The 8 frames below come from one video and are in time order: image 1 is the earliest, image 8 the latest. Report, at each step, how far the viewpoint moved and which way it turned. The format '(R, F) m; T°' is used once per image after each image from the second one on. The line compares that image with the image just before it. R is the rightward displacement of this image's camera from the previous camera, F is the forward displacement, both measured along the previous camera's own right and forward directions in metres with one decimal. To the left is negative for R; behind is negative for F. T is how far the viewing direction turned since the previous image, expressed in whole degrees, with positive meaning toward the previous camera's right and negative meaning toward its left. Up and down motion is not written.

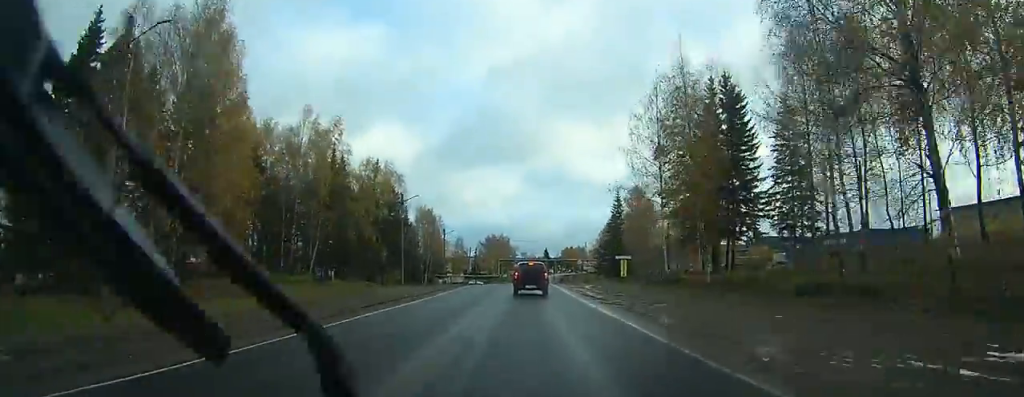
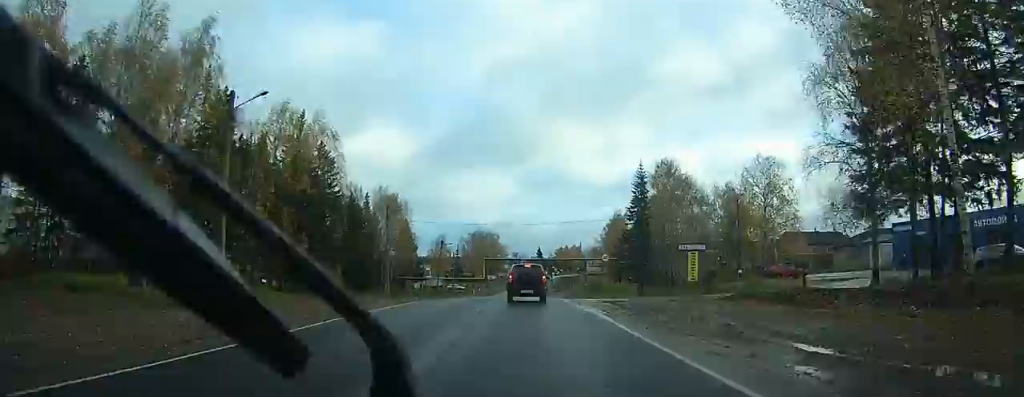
(+0.1, +31.1) m; +1°
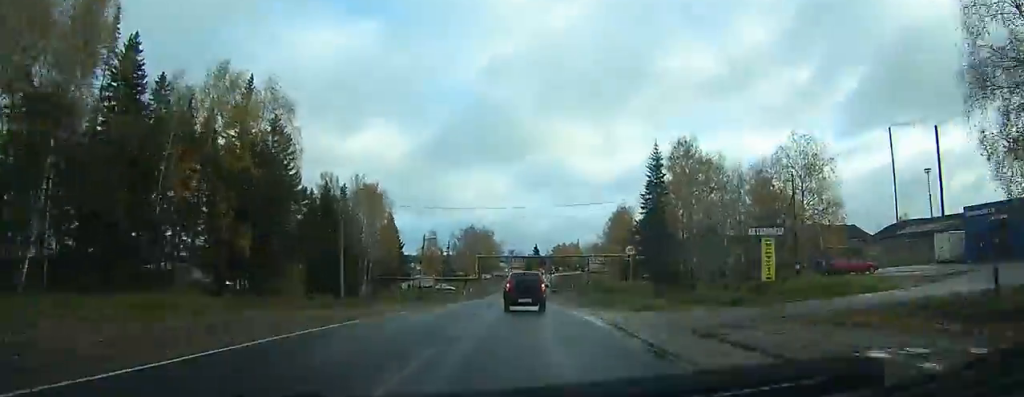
(+0.1, +13.3) m; 0°
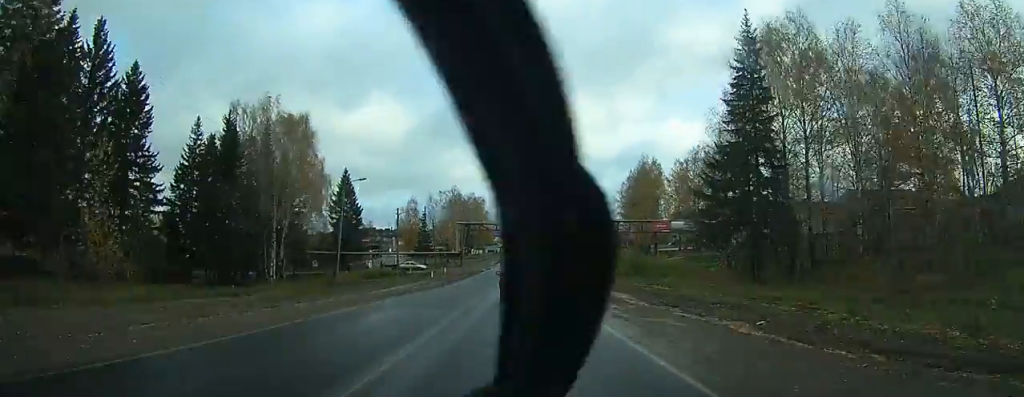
(+0.2, +35.2) m; 0°
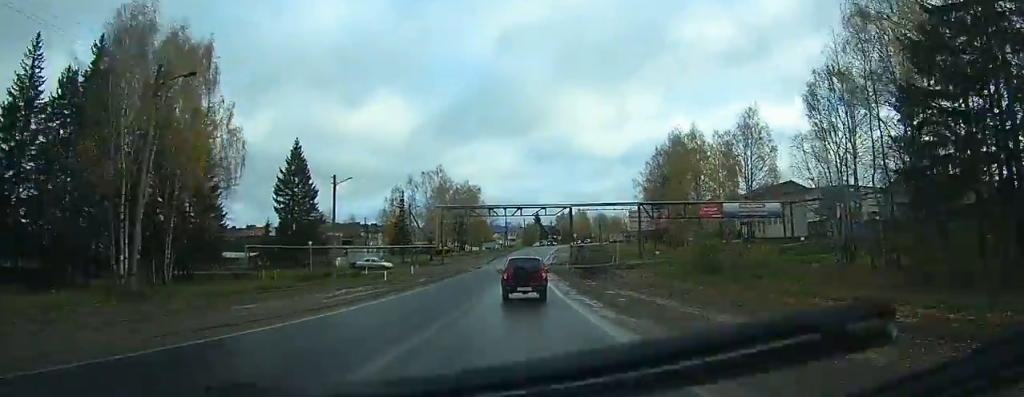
(0.0, +25.5) m; 0°
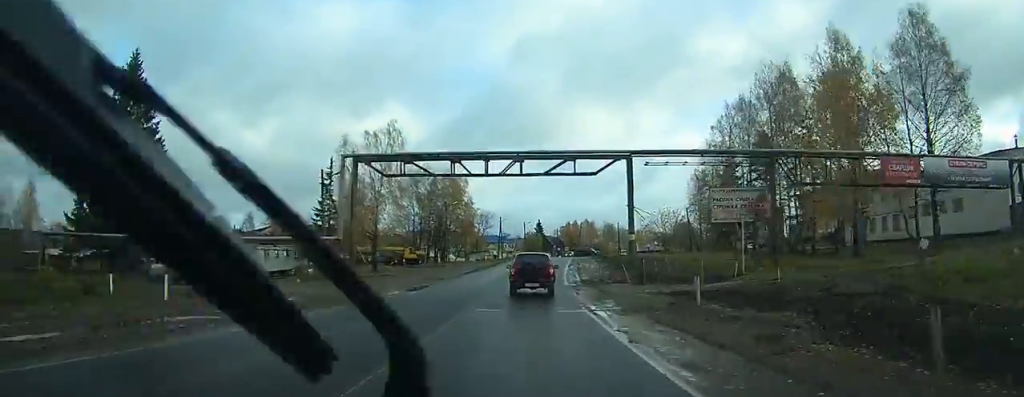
(0.0, +39.5) m; +1°
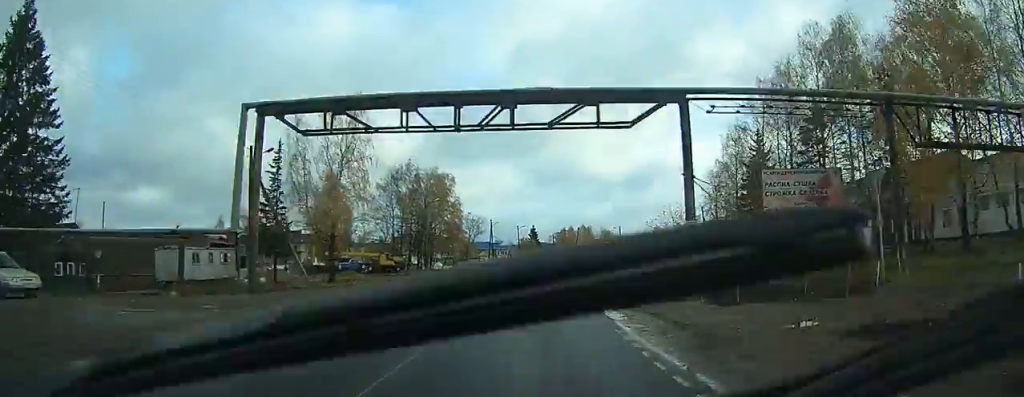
(-0.1, +12.7) m; 0°
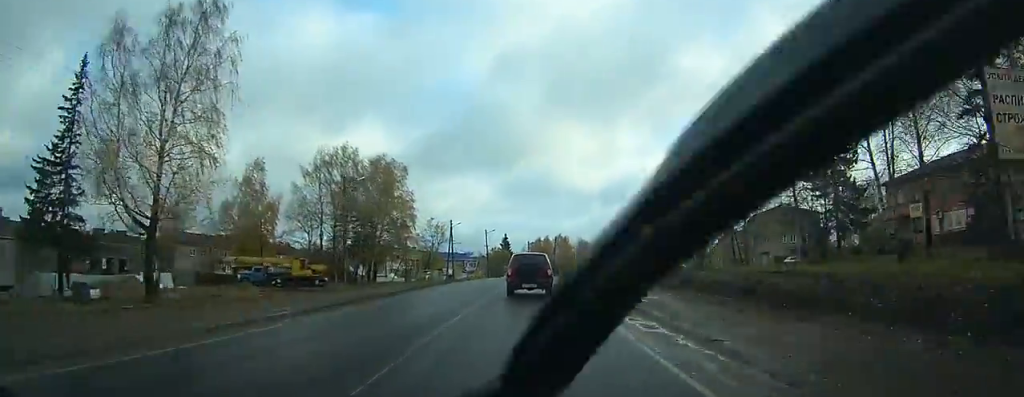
(+0.4, +23.4) m; +1°
